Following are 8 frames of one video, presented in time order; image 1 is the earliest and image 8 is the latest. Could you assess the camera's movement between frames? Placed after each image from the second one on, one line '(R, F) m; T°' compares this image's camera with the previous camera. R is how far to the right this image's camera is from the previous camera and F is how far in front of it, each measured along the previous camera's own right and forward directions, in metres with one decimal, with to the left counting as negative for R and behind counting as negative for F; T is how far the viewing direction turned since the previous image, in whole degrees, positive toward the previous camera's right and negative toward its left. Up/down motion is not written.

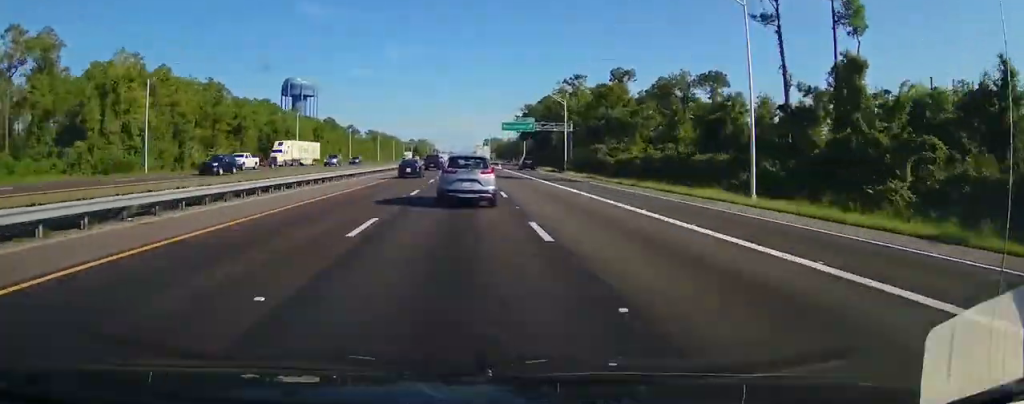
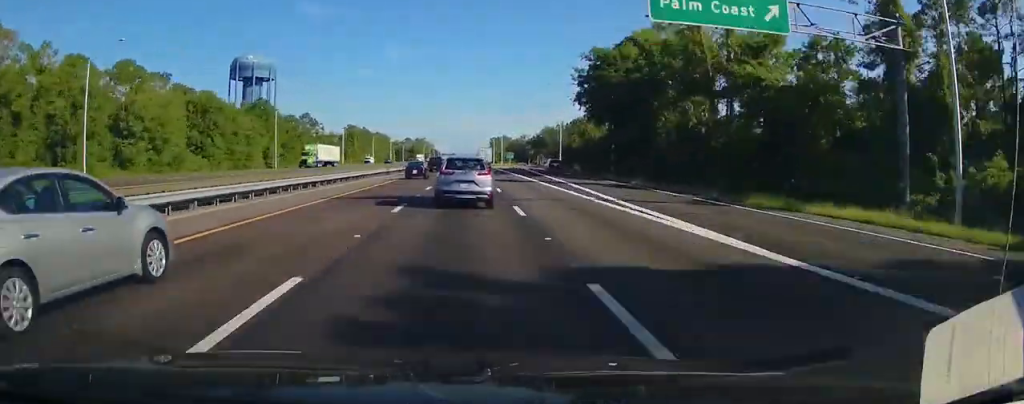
(-0.8, +81.6) m; 0°
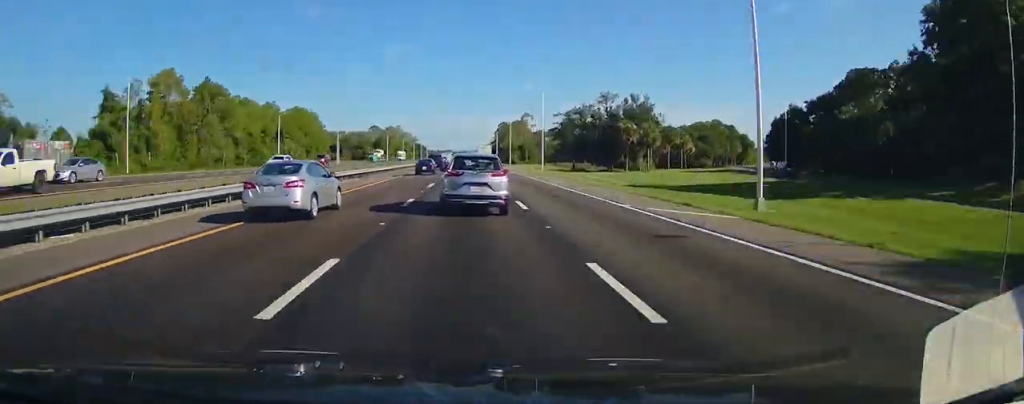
(+0.7, +181.1) m; +1°
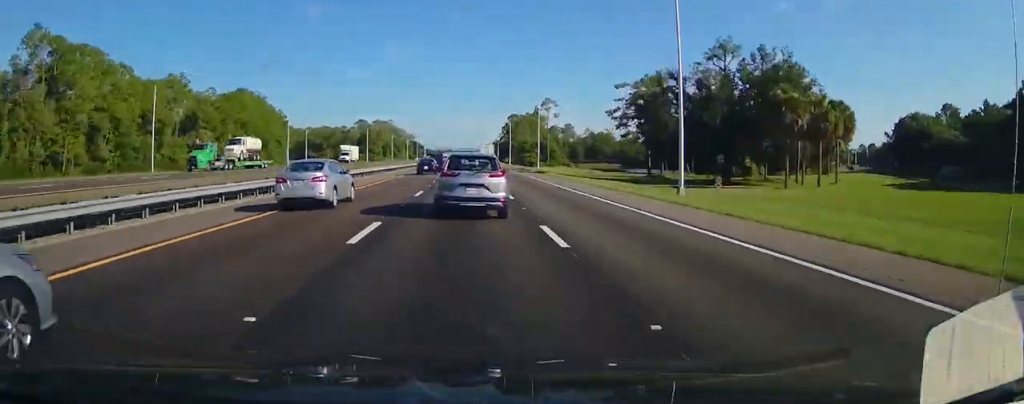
(-0.1, +55.5) m; 0°
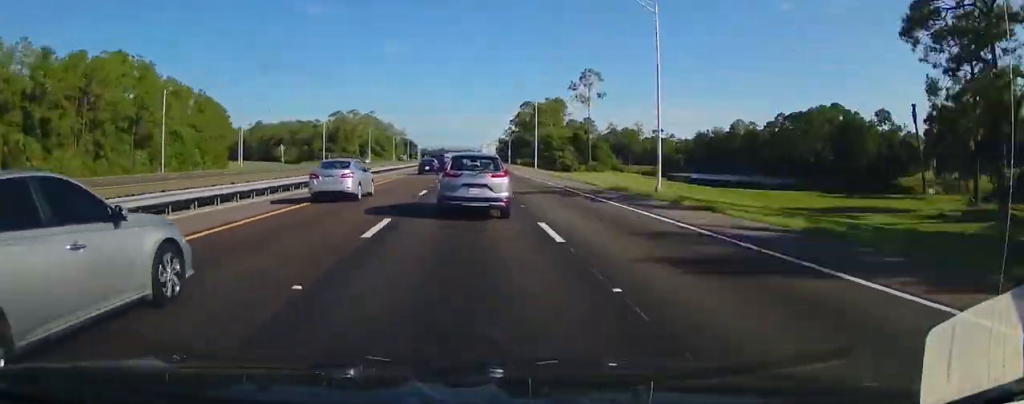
(0.0, +59.8) m; 0°
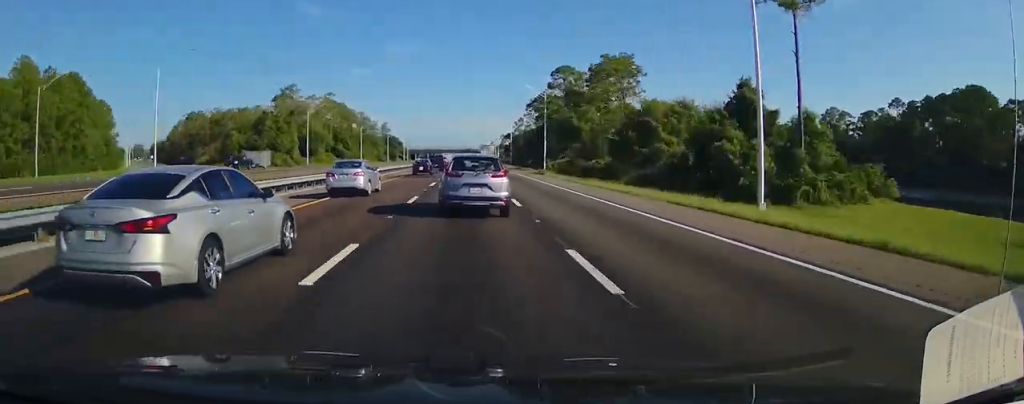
(-0.1, +78.3) m; 0°
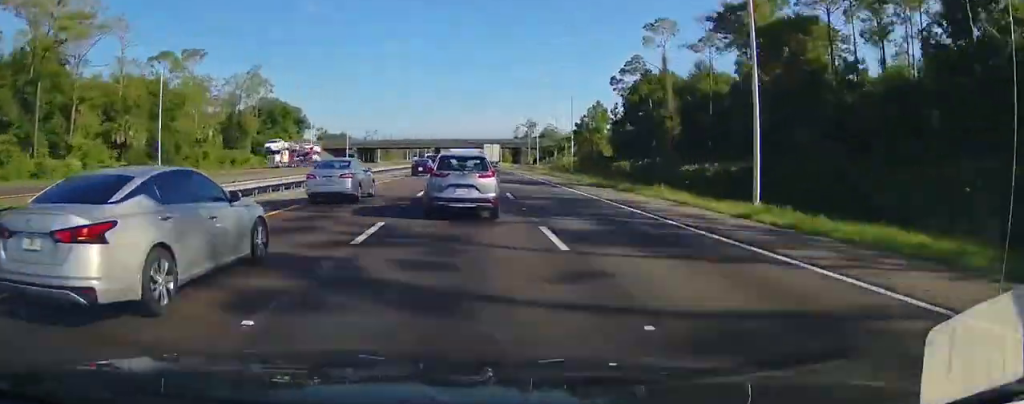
(-0.8, +194.0) m; 0°
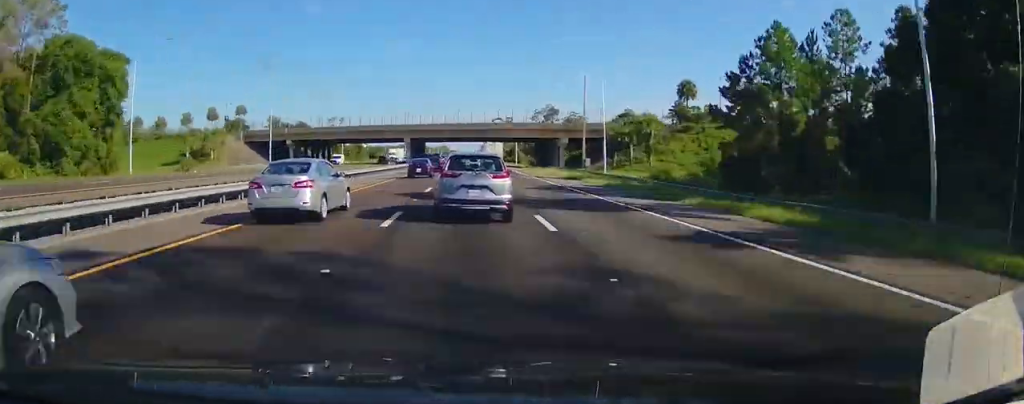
(+0.4, +69.9) m; 0°
